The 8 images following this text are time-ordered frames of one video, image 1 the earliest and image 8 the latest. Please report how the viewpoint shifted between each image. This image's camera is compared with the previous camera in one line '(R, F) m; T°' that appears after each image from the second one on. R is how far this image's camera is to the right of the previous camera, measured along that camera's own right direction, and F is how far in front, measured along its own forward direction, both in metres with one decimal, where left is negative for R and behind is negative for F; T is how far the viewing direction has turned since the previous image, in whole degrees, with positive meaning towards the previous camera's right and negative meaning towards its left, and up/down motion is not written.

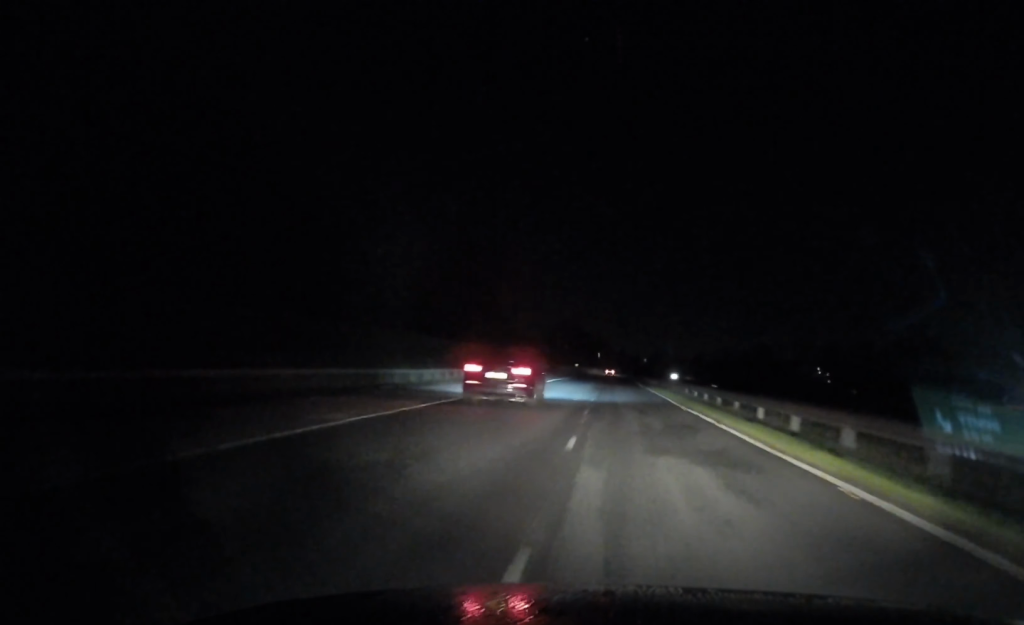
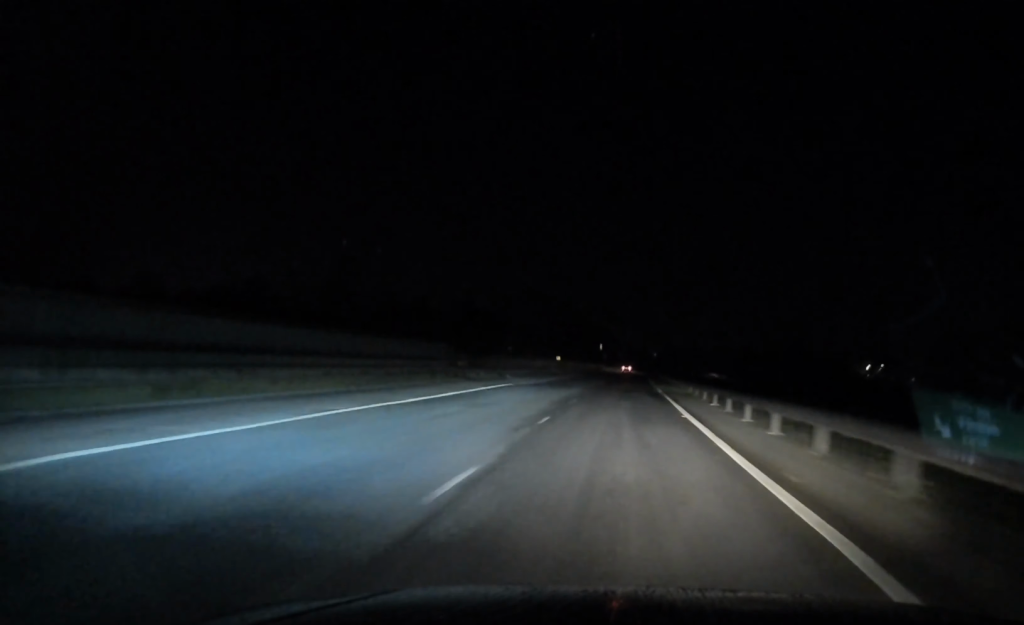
(+0.7, +55.6) m; +1°
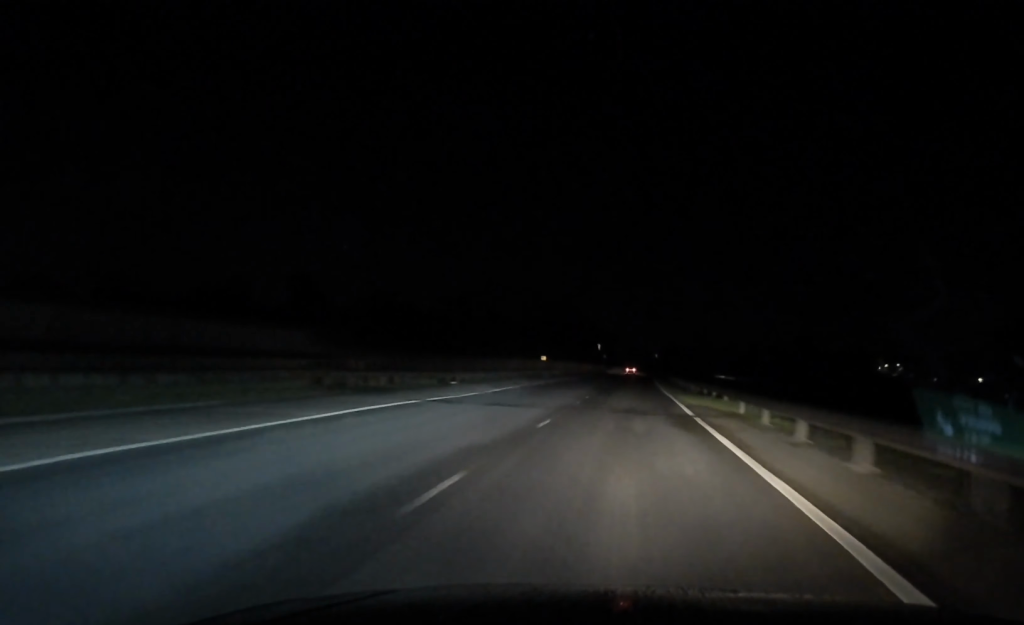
(0.0, +18.0) m; 0°
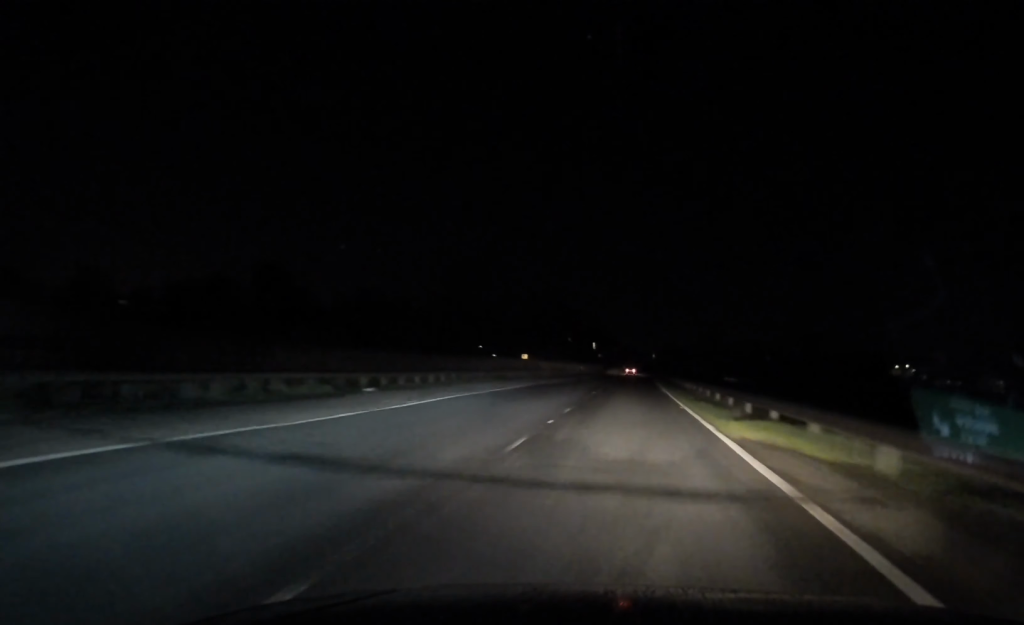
(-0.1, +14.0) m; 0°
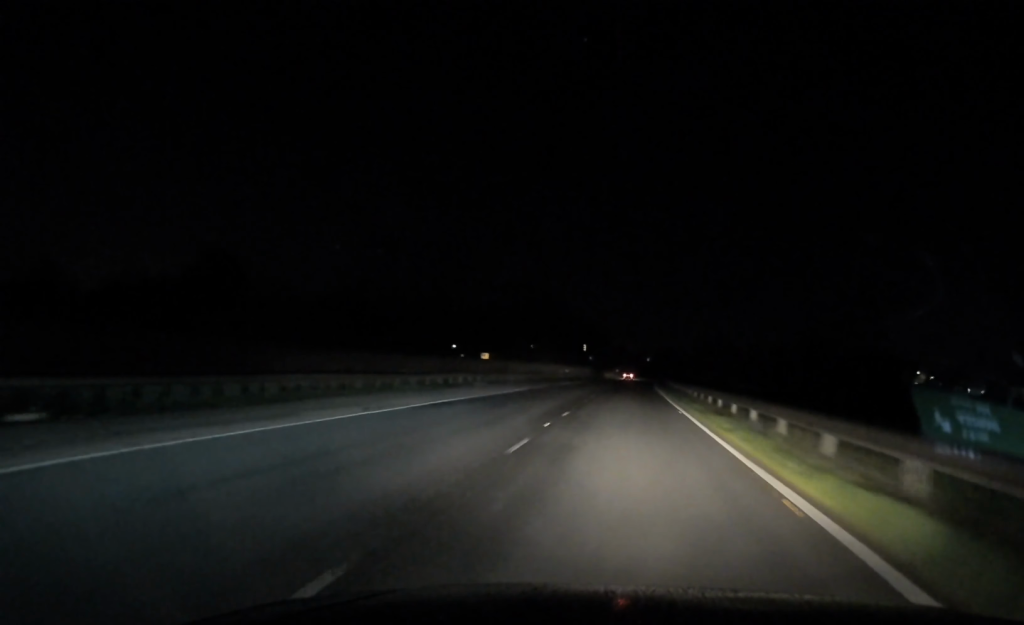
(0.0, +16.3) m; 0°
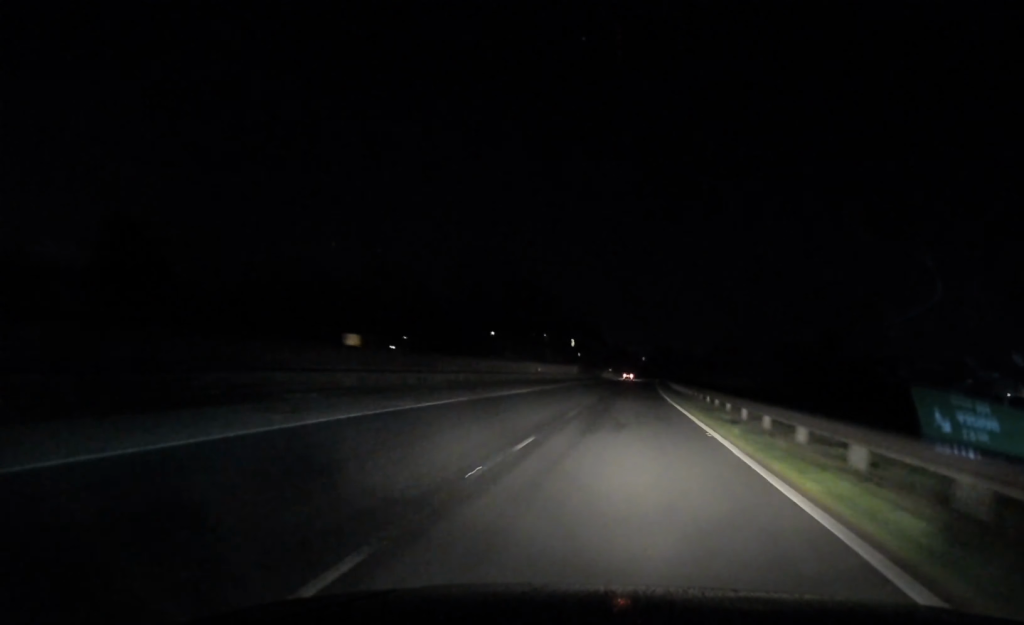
(+0.1, +25.8) m; +1°
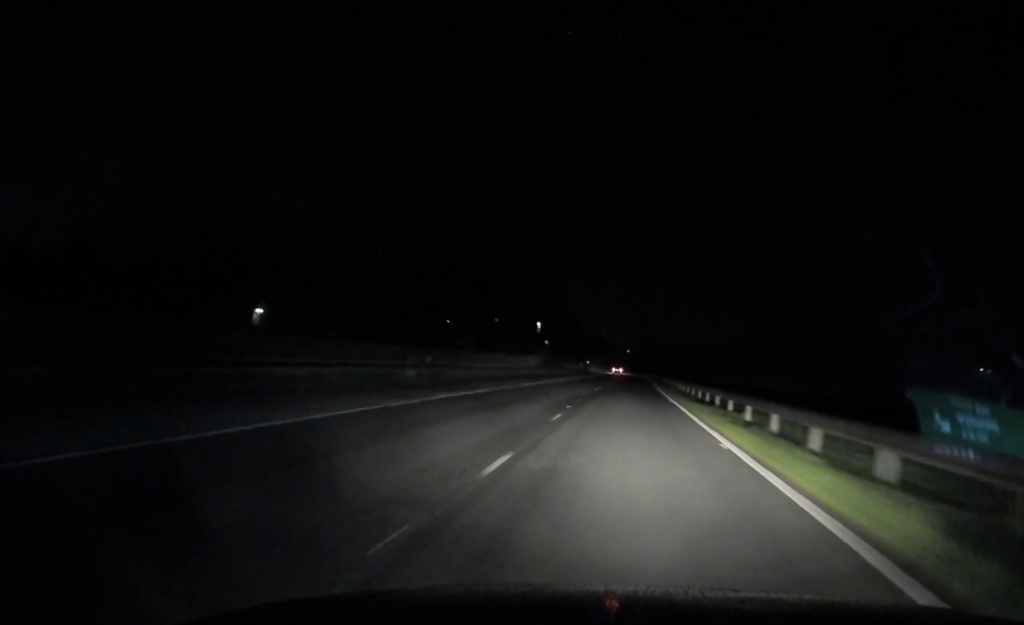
(+0.3, +37.6) m; +1°
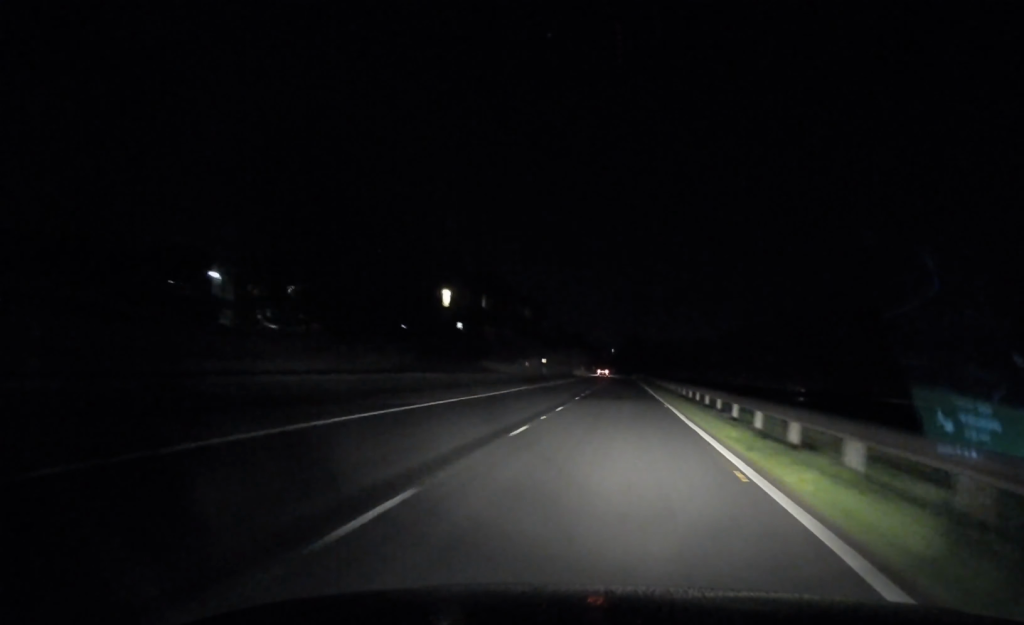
(+0.8, +54.7) m; +1°
